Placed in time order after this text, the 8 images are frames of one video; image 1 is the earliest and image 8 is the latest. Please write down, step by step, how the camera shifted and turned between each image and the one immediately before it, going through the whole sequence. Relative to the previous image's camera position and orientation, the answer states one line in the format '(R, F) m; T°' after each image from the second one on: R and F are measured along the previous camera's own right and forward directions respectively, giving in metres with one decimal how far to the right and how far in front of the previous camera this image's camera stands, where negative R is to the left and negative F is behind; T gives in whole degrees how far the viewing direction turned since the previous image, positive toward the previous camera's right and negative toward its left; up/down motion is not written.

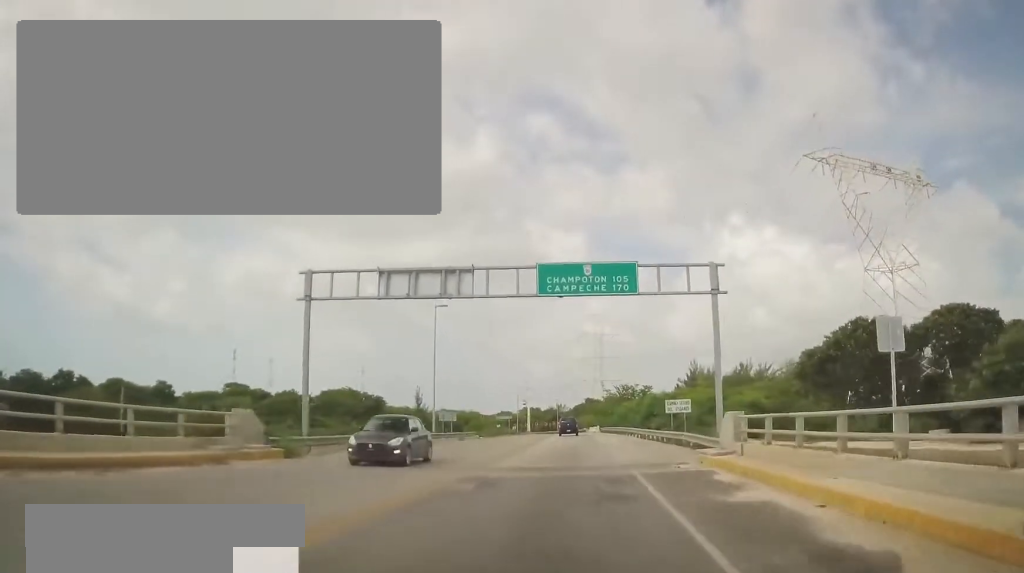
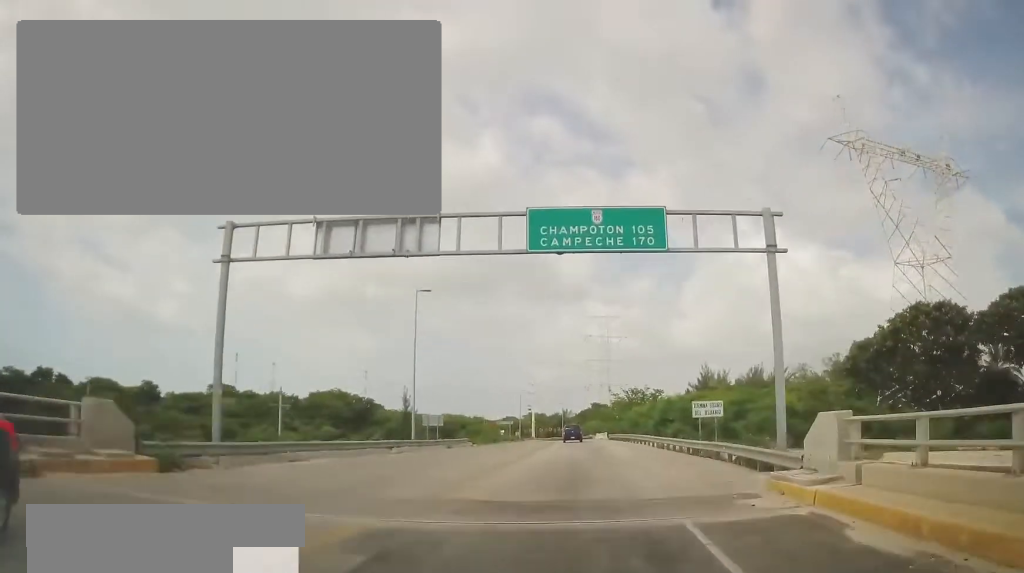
(0.0, +6.8) m; 0°
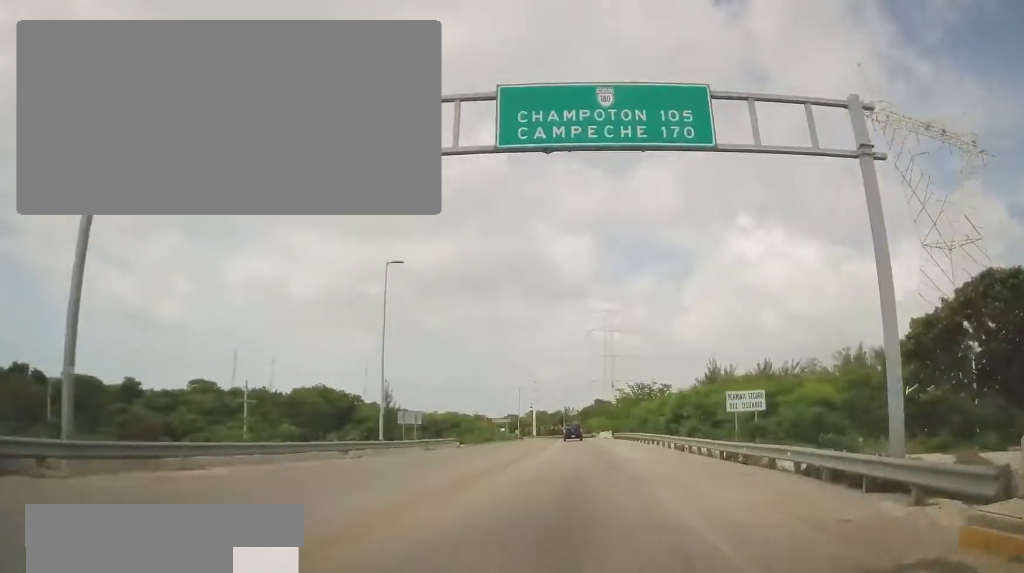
(0.0, +6.3) m; 0°
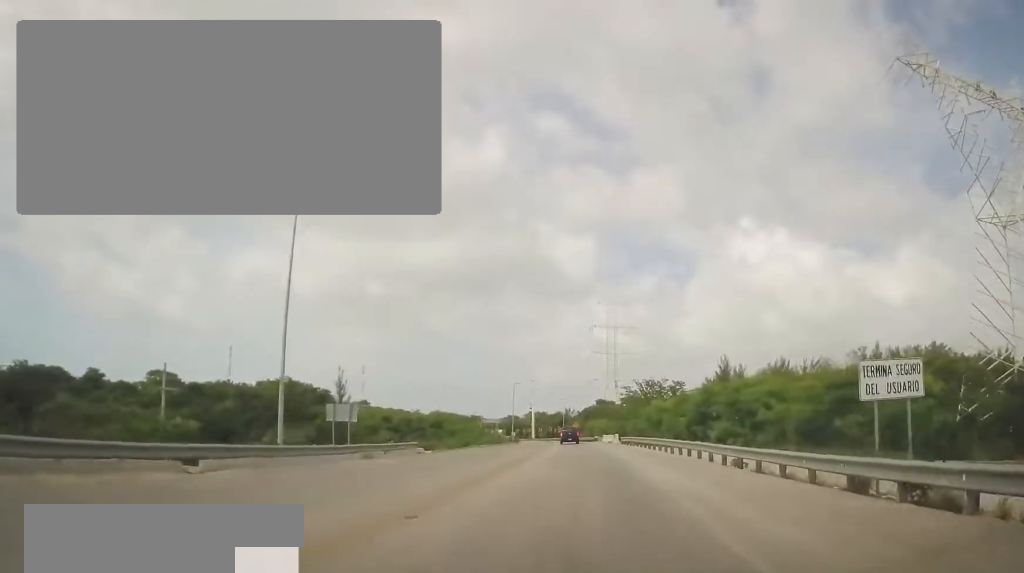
(0.0, +10.6) m; 0°
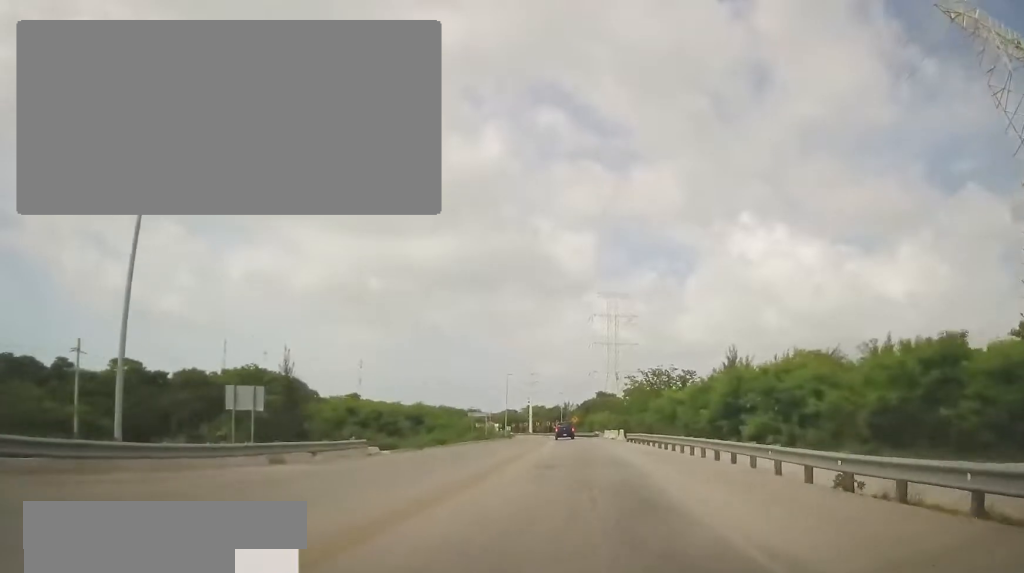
(0.0, +7.8) m; 0°
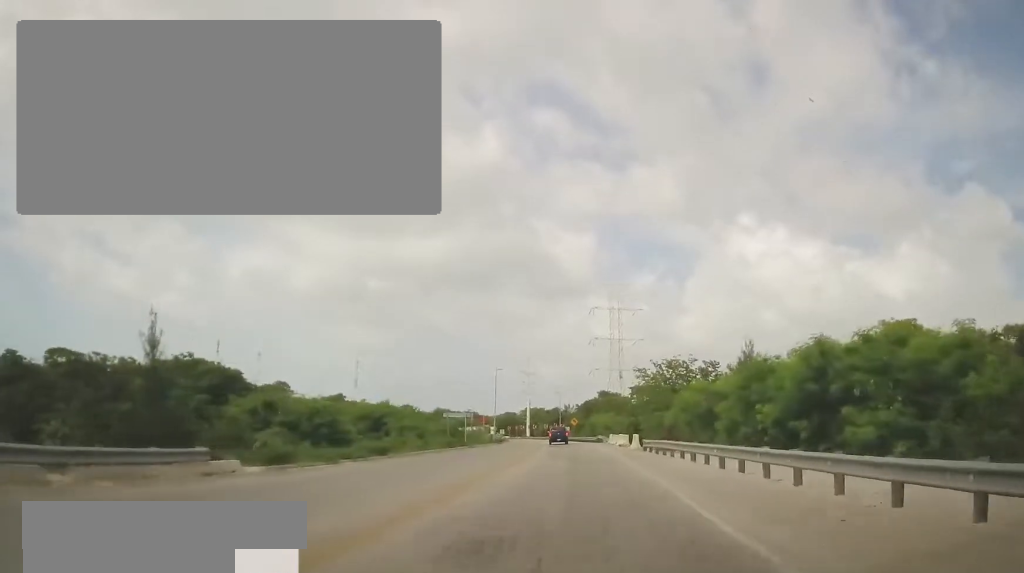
(0.0, +11.8) m; +1°
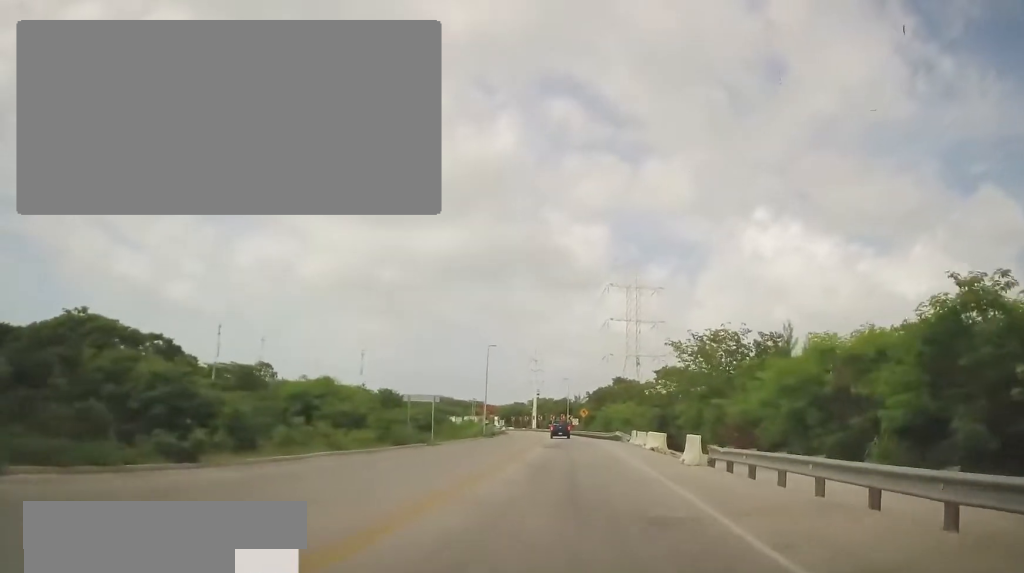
(+0.2, +15.1) m; 0°
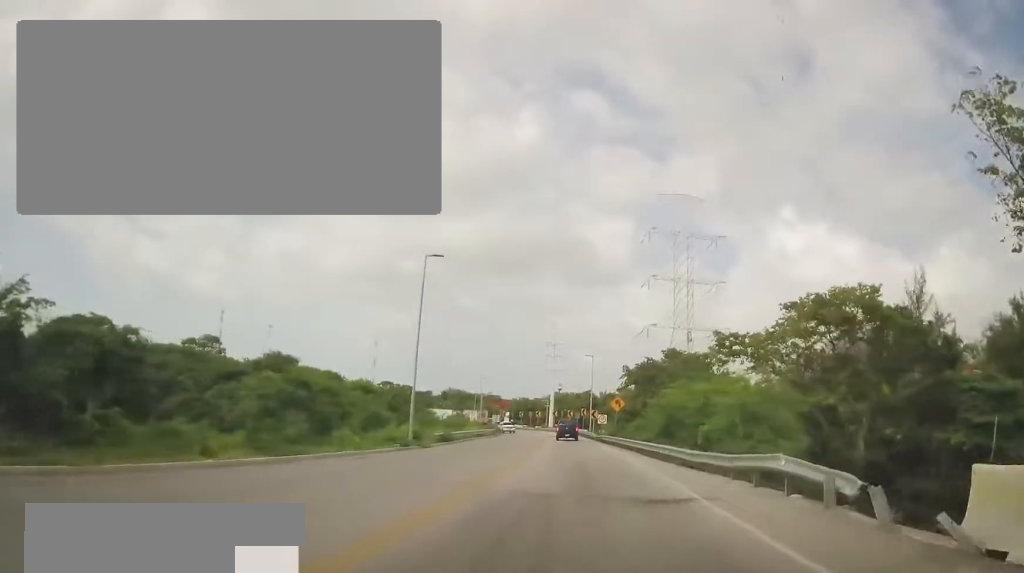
(-2.6, +33.2) m; -7°
